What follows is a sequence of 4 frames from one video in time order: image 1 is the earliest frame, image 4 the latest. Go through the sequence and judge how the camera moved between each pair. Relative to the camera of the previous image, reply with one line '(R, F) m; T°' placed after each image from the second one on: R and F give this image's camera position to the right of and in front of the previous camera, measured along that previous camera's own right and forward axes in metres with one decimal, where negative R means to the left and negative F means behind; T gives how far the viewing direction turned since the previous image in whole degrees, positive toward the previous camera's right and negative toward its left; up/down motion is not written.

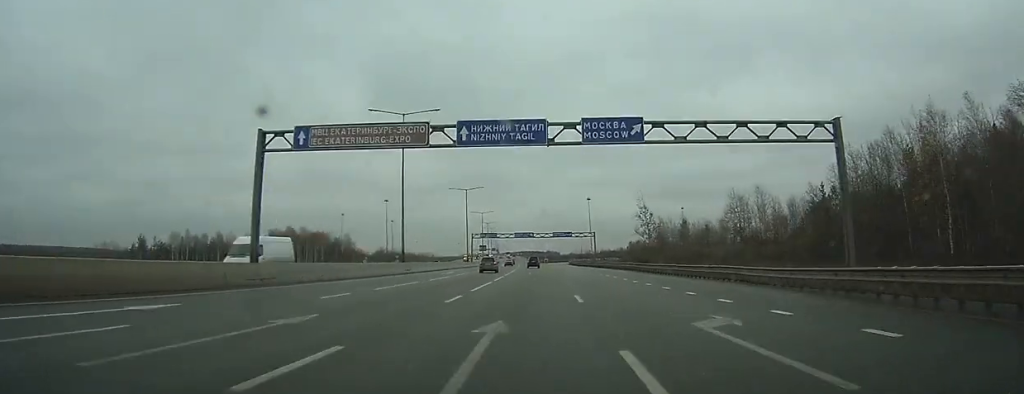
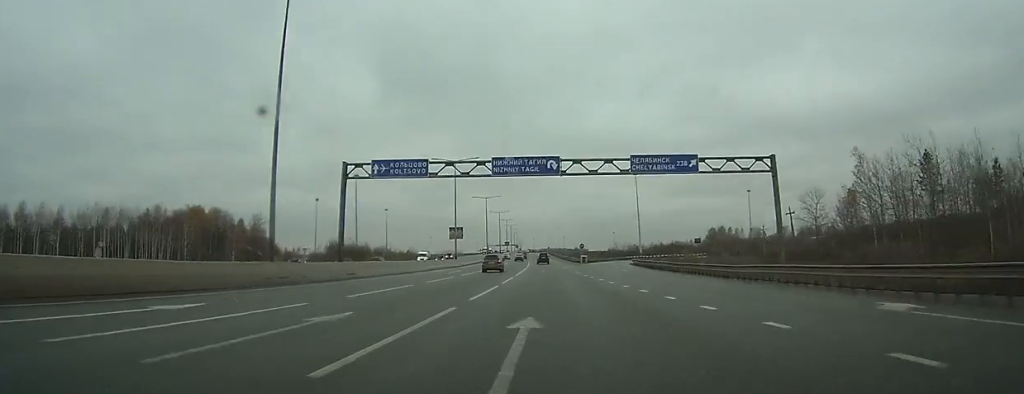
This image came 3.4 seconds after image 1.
(-2.1, +87.3) m; -3°
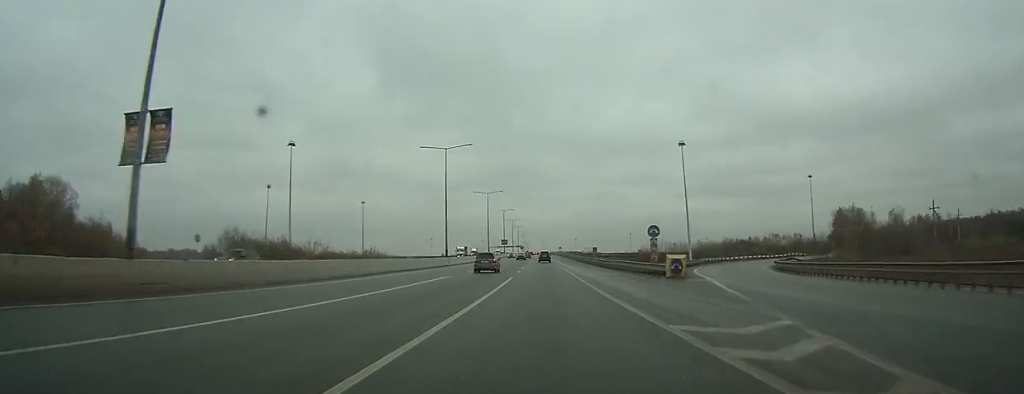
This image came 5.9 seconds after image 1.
(-0.8, +72.9) m; -1°
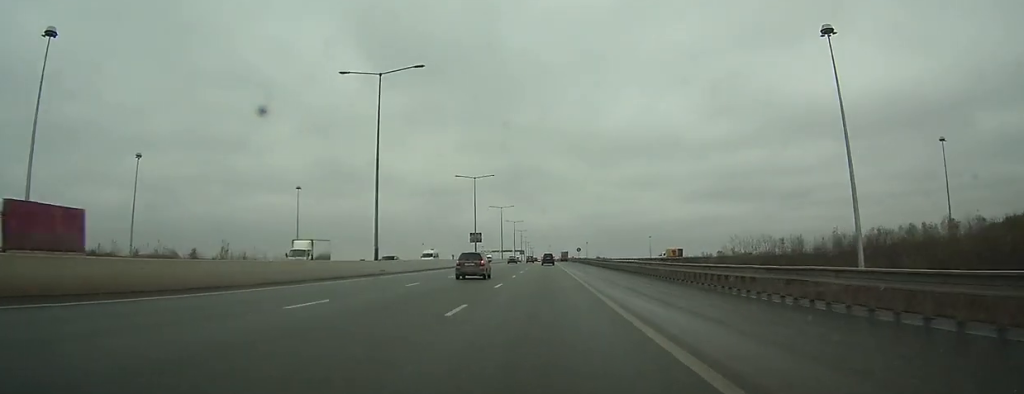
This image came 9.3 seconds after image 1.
(-0.9, +97.7) m; -1°
